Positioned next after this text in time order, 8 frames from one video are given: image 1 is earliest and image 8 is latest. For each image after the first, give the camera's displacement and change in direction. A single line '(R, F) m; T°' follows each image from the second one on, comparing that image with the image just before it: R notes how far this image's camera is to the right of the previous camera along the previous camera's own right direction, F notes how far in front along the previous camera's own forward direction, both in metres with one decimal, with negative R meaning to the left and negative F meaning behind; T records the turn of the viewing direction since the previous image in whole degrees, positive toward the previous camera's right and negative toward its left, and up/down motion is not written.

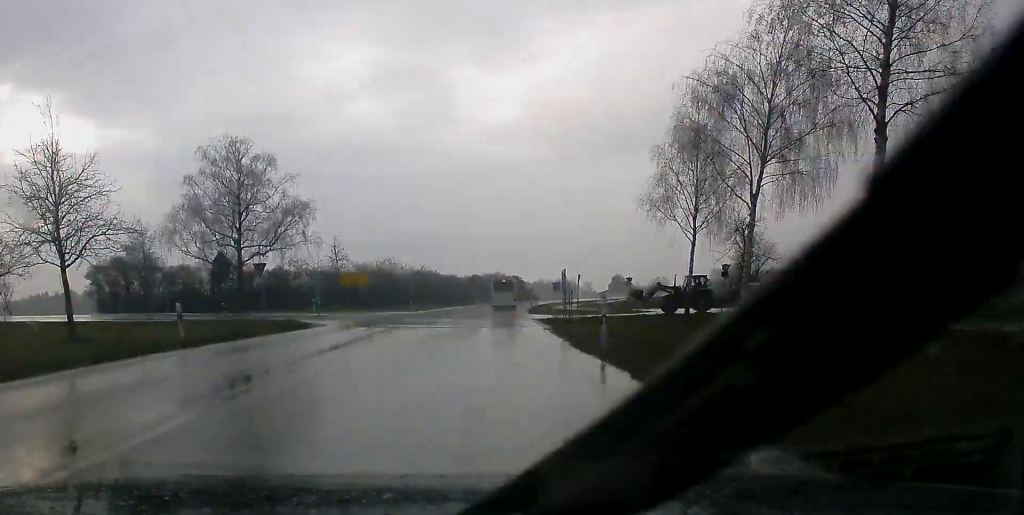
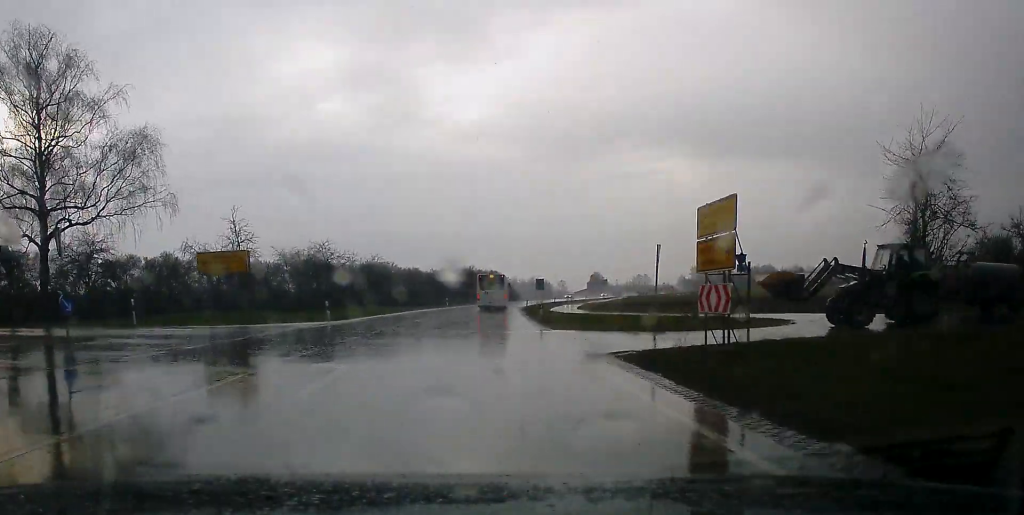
(+0.7, +32.2) m; +3°
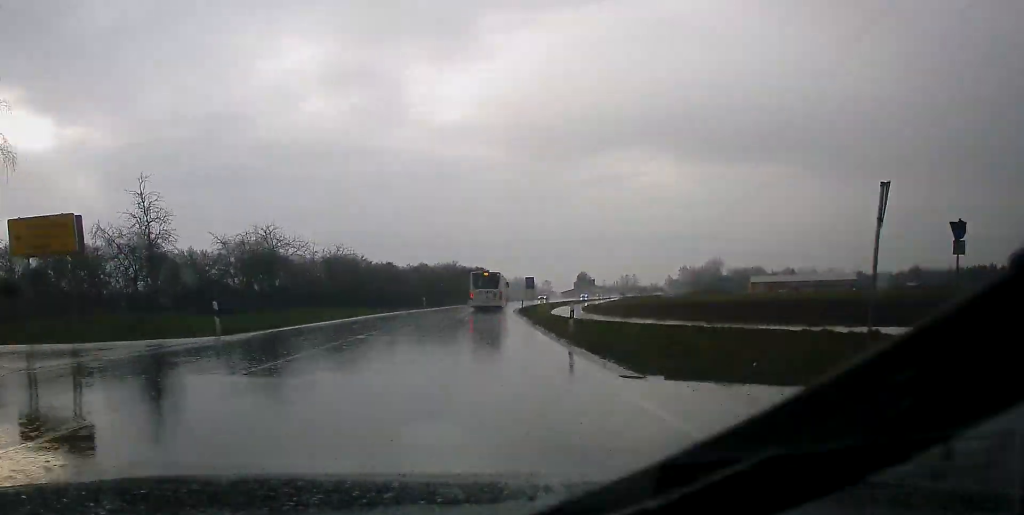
(+0.5, +16.9) m; +1°
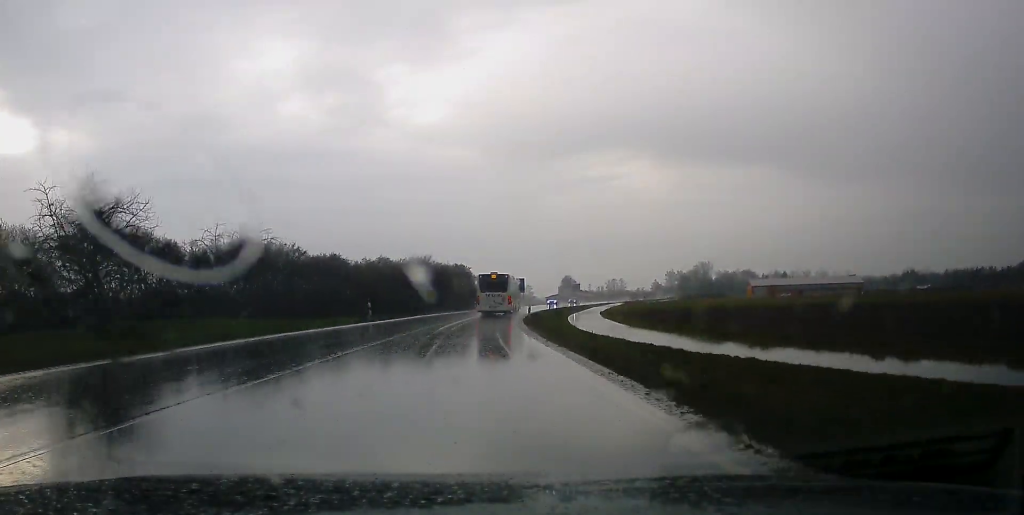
(+0.5, +29.6) m; +2°
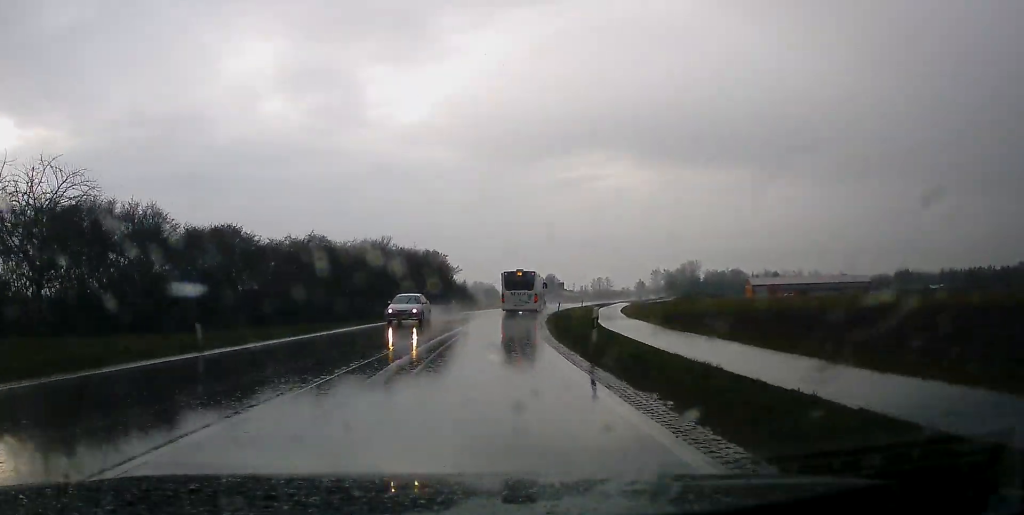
(0.0, +28.8) m; +3°
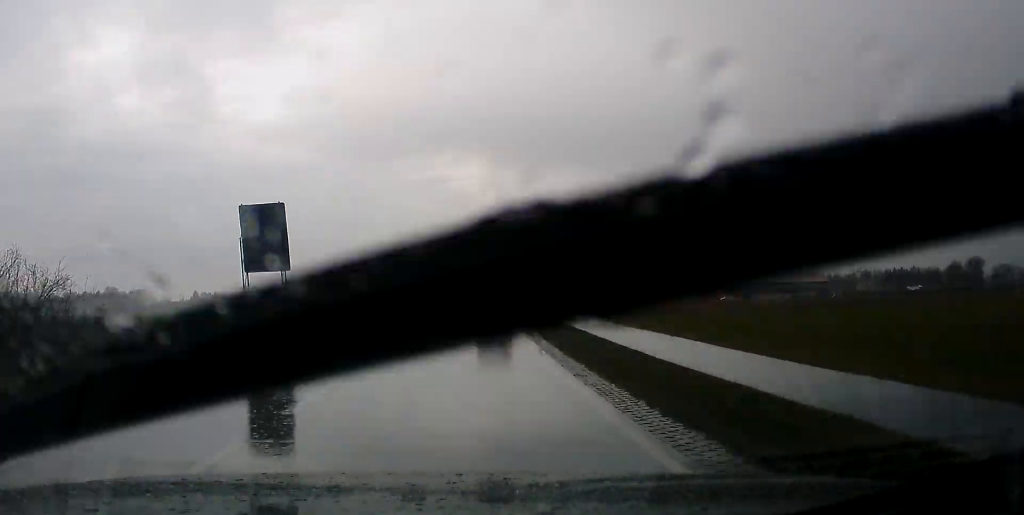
(+7.7, +85.7) m; +9°
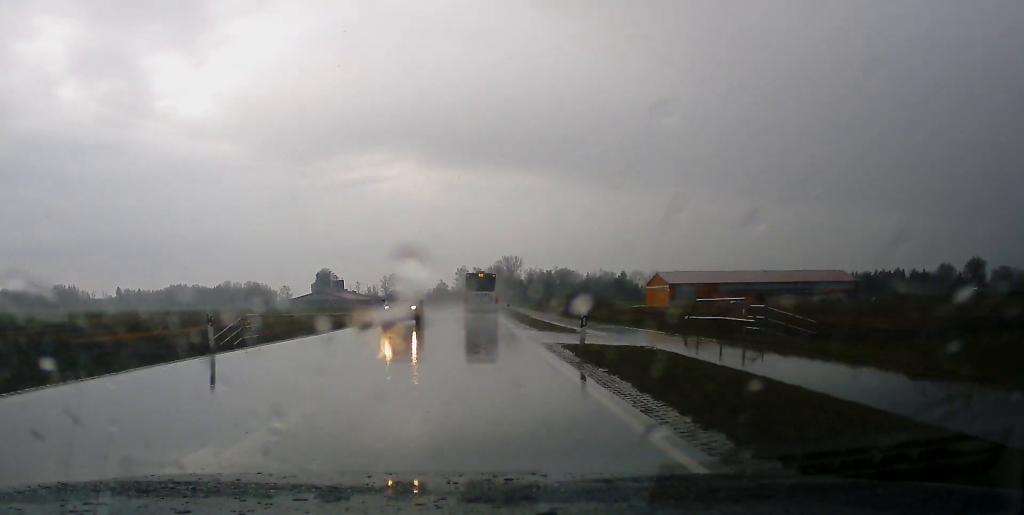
(+2.9, +65.4) m; +4°
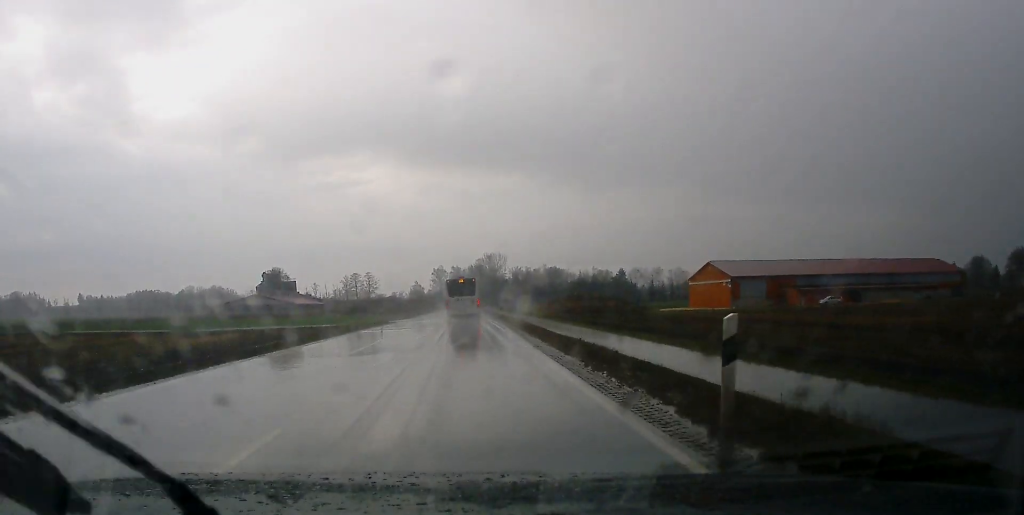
(+0.5, +60.1) m; +1°
